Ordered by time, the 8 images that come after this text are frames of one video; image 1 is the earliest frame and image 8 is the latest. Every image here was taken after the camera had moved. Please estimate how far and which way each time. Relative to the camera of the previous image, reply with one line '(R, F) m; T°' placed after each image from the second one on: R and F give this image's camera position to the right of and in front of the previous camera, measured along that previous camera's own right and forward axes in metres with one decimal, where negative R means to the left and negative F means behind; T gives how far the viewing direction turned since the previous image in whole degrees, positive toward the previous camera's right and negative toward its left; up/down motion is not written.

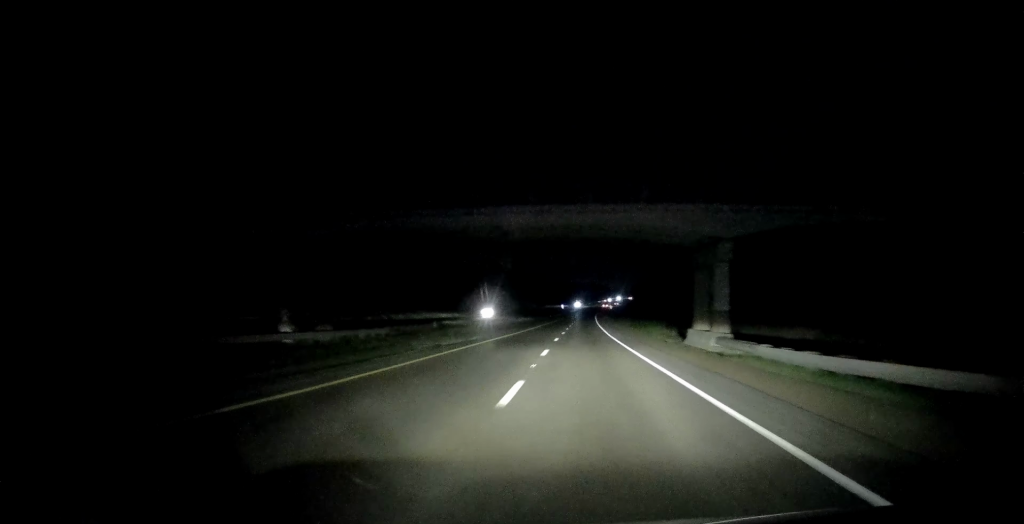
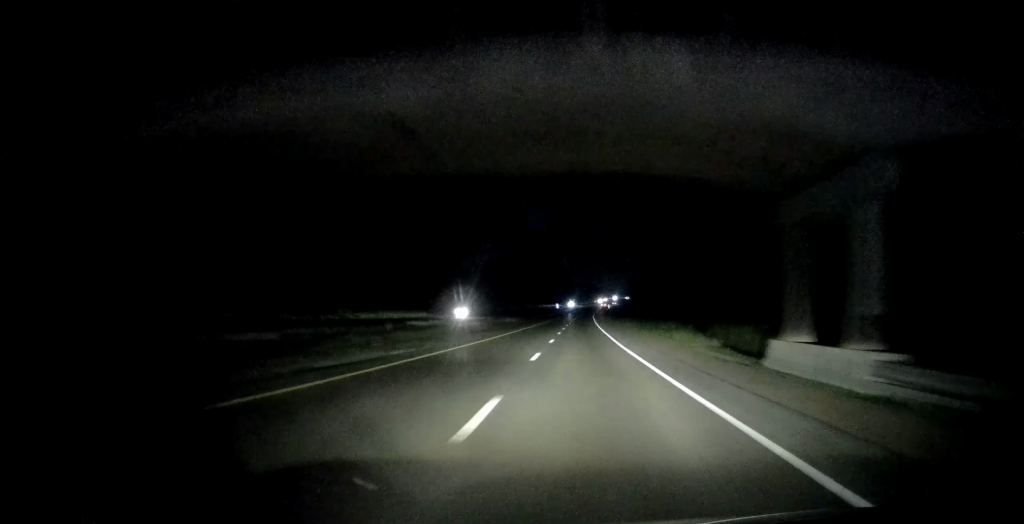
(-0.4, +14.7) m; +1°
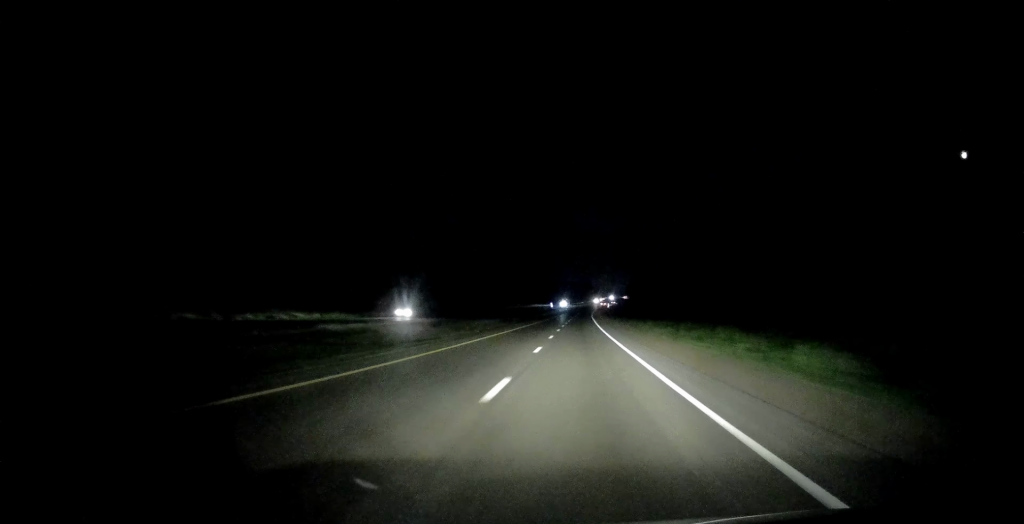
(+0.7, +21.0) m; +1°
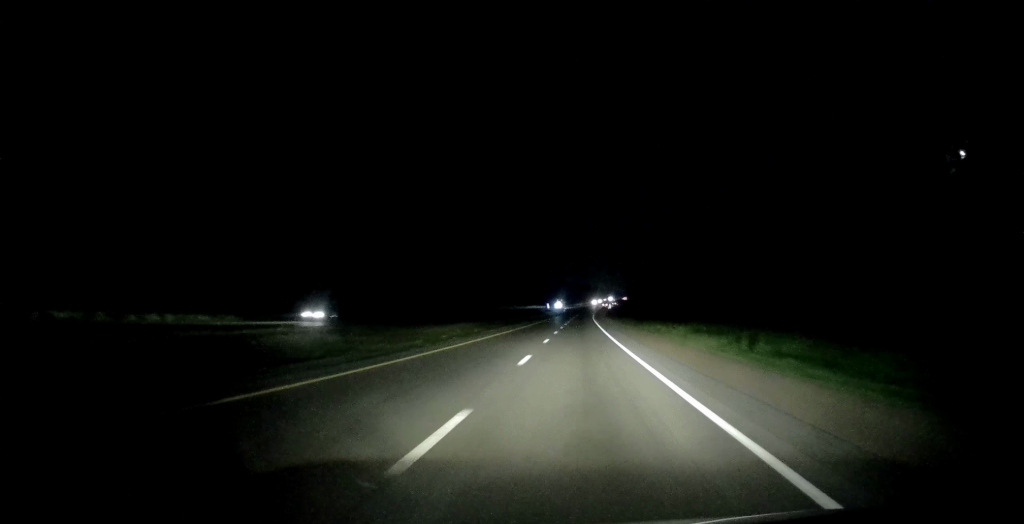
(+0.3, +16.8) m; 0°
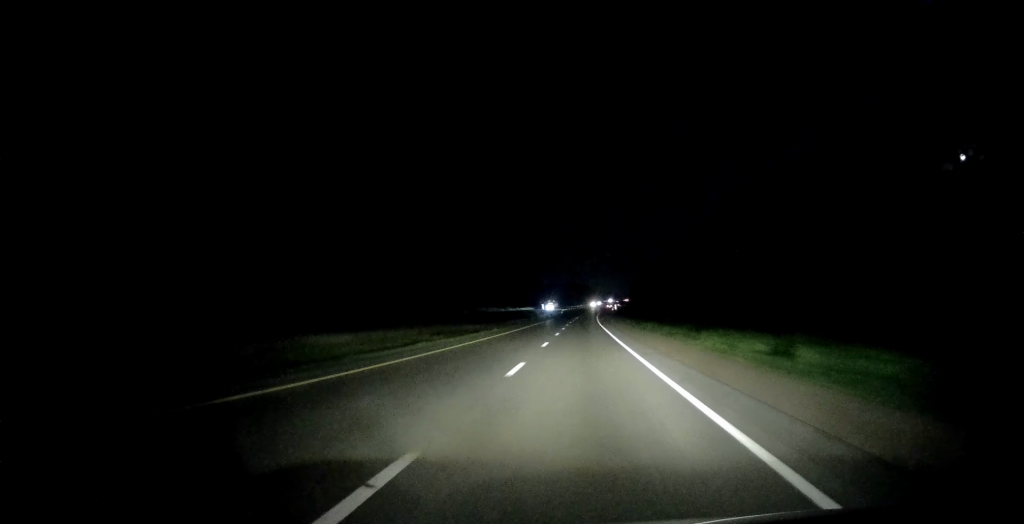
(-0.6, +27.3) m; 0°
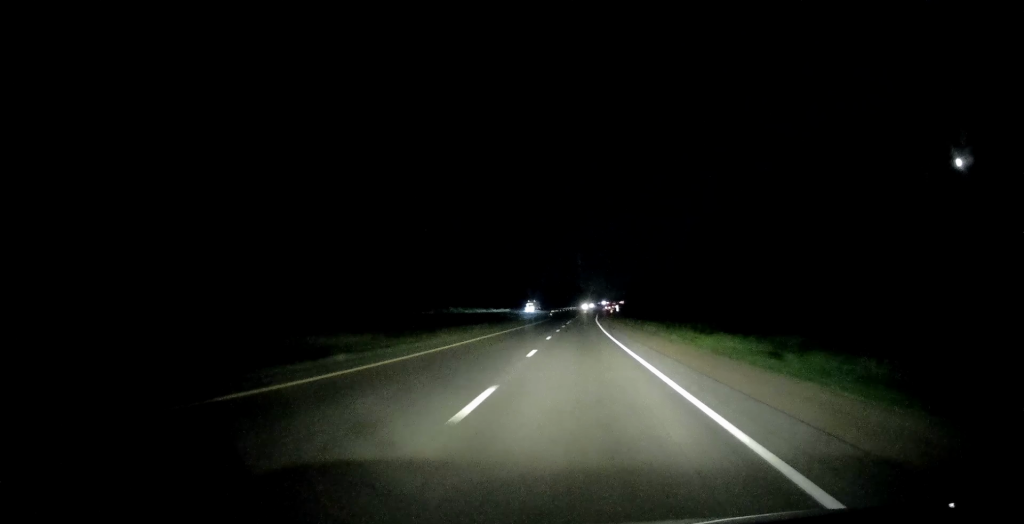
(+0.6, +30.4) m; +1°
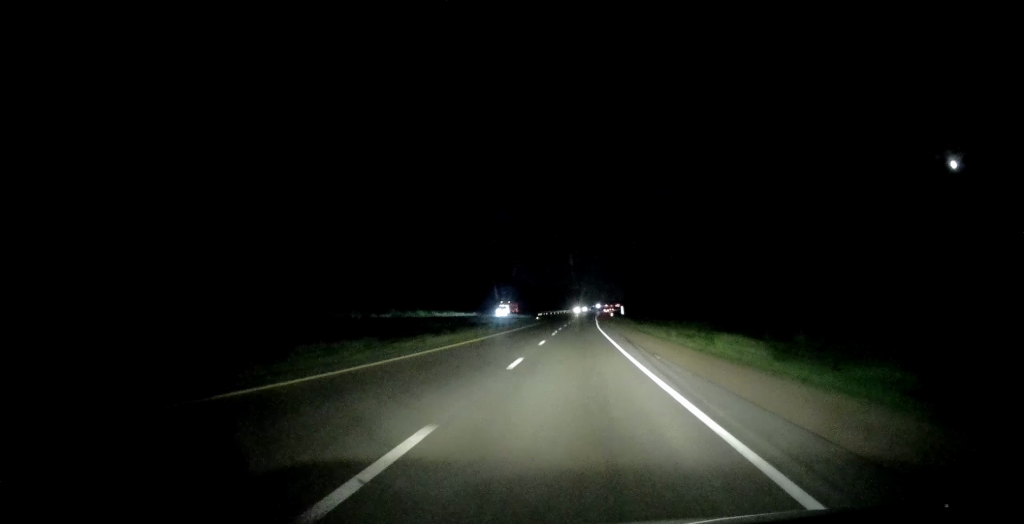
(-0.1, +28.3) m; 0°
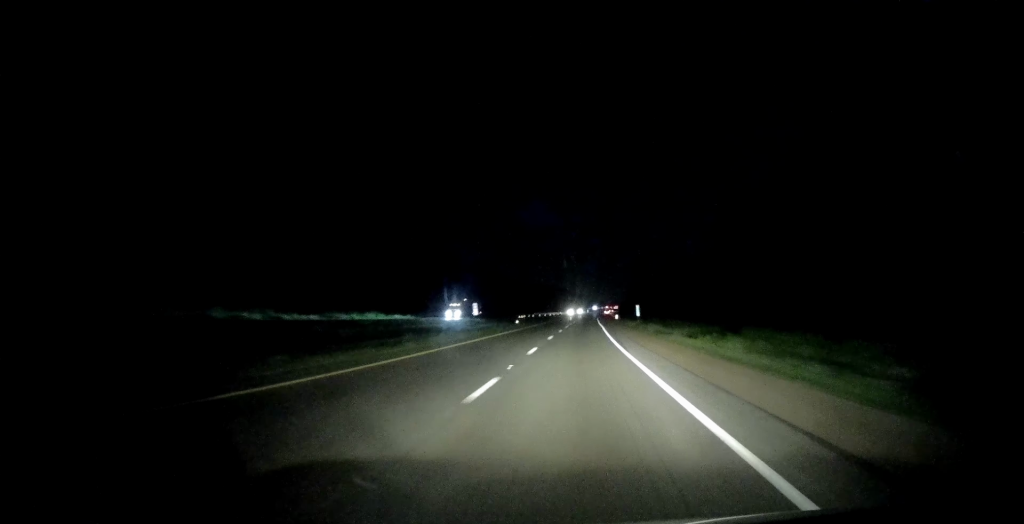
(+0.1, +31.4) m; +1°
